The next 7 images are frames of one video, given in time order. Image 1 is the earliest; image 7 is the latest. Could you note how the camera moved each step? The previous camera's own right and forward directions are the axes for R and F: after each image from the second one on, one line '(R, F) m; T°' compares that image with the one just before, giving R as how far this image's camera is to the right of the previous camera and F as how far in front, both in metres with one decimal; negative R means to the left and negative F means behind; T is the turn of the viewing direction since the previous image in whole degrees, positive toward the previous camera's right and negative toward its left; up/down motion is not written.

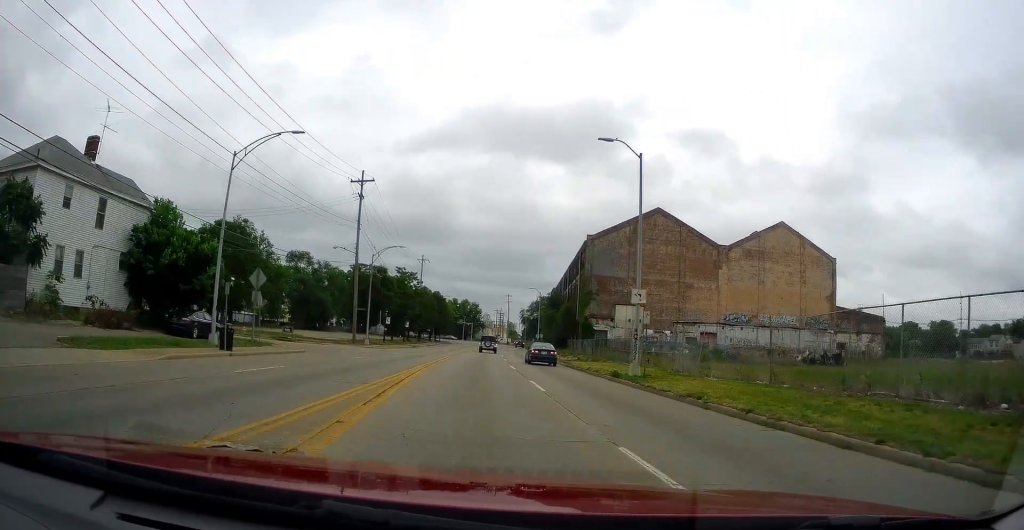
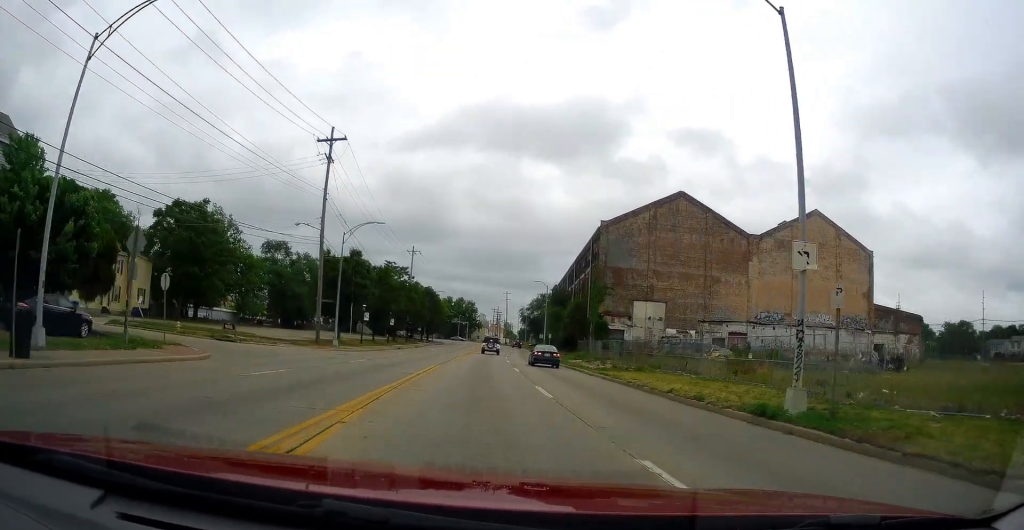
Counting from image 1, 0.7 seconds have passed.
(+0.3, +13.0) m; +1°
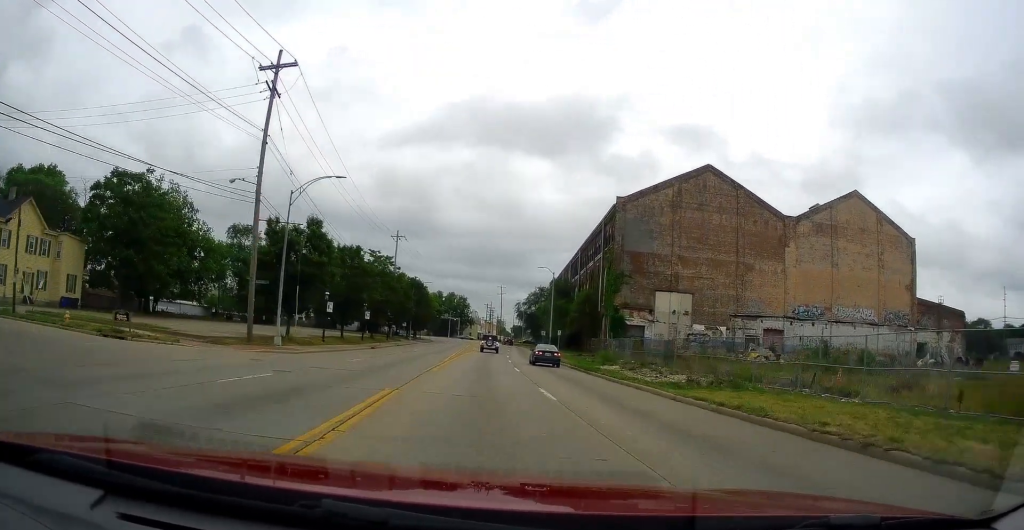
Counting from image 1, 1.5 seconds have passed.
(-0.2, +13.2) m; +1°
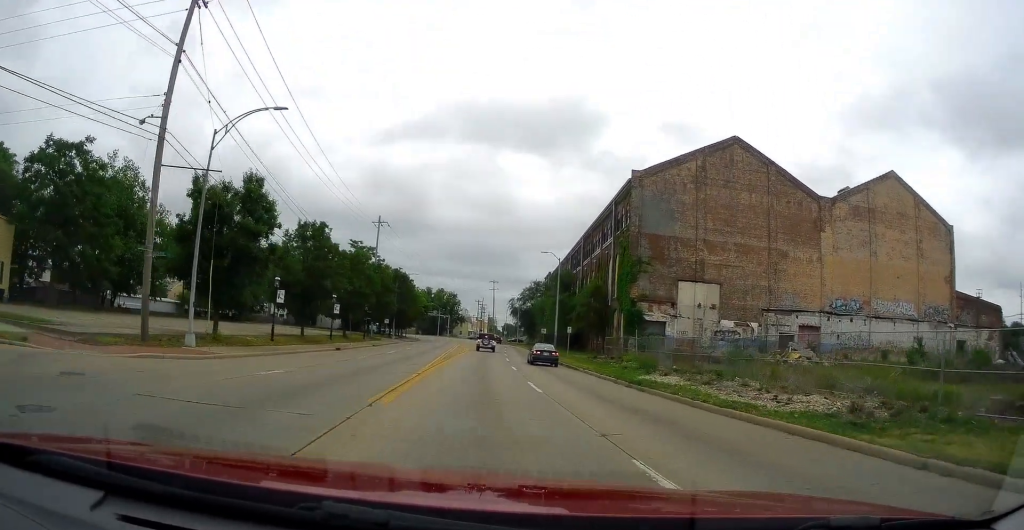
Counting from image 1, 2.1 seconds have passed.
(+0.2, +10.6) m; +1°
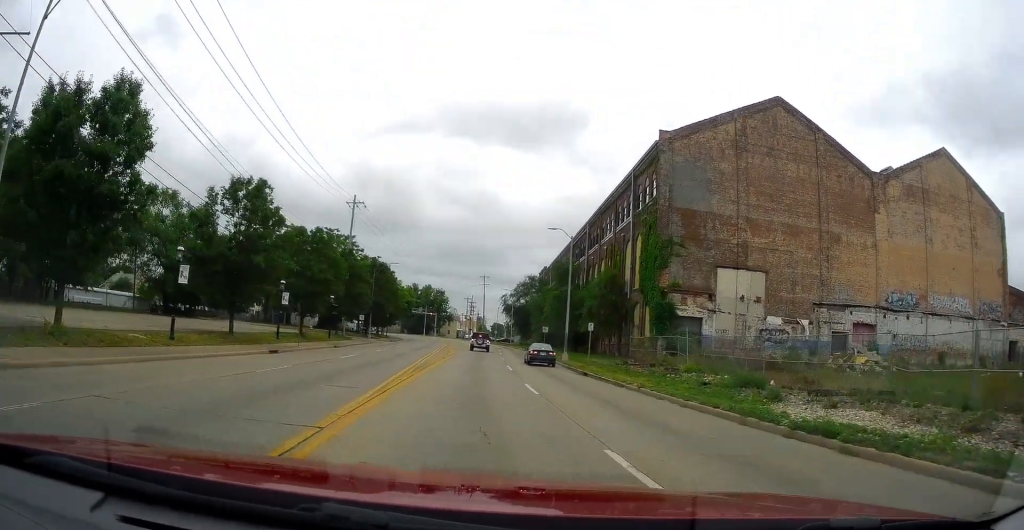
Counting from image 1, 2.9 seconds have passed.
(+0.2, +12.1) m; +1°
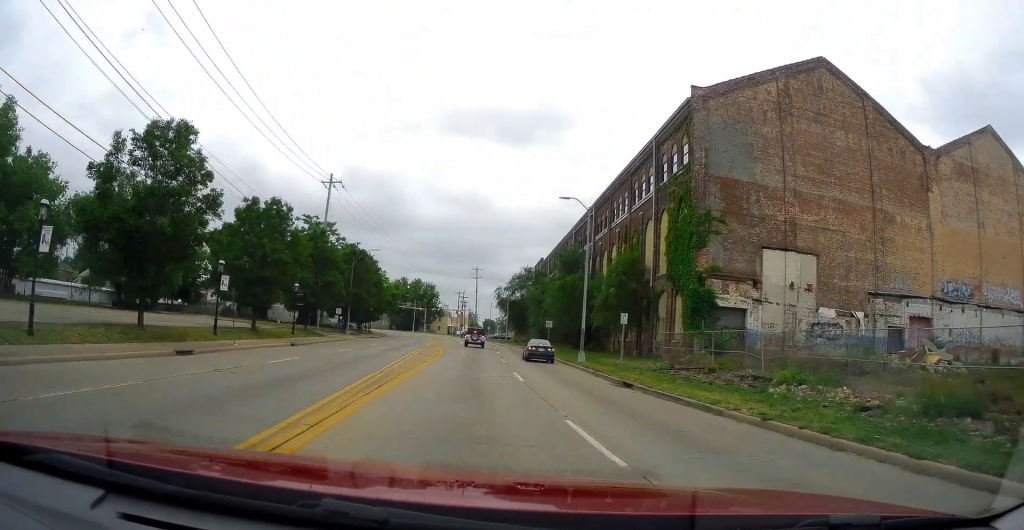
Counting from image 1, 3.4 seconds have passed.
(0.0, +9.2) m; 0°
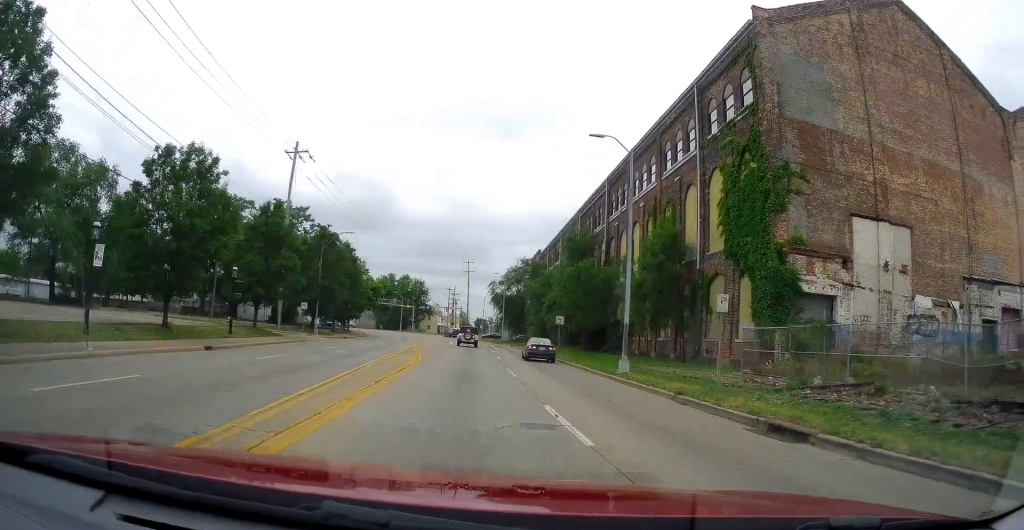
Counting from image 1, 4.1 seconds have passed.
(+0.1, +11.3) m; 0°
